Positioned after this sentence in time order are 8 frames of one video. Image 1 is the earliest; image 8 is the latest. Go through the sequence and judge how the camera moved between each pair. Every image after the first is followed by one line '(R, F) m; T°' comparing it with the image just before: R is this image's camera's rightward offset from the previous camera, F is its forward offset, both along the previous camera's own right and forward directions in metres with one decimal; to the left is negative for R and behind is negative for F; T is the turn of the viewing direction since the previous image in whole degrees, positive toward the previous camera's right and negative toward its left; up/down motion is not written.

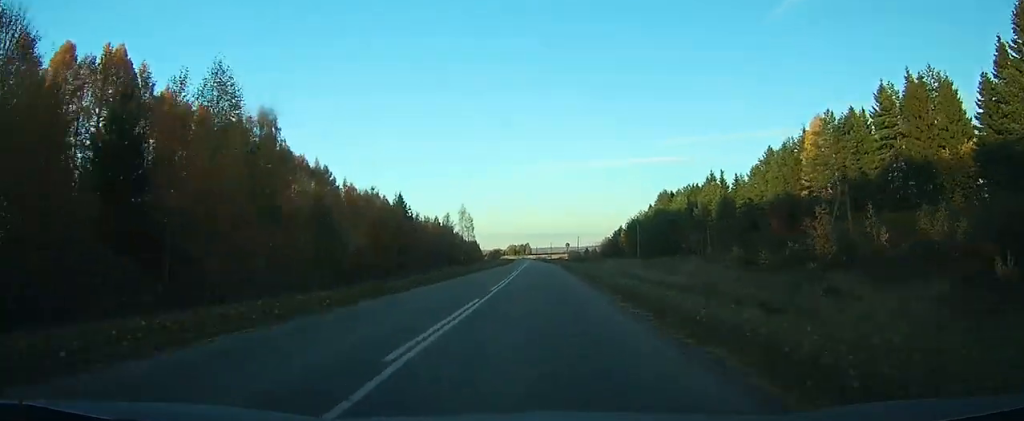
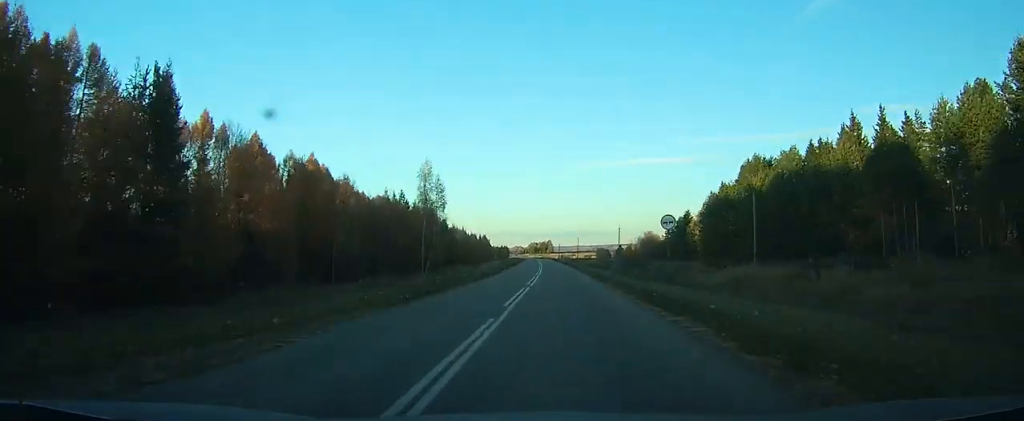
(-1.0, +64.4) m; -1°
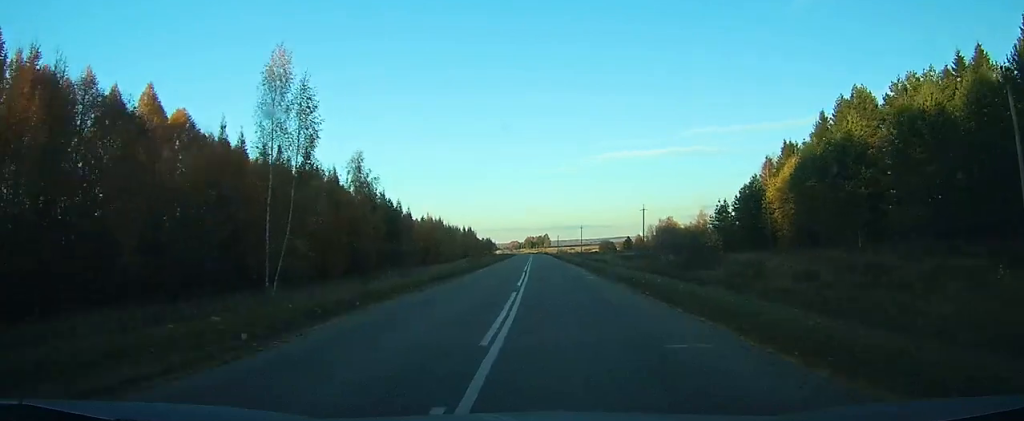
(-0.2, +44.5) m; -1°
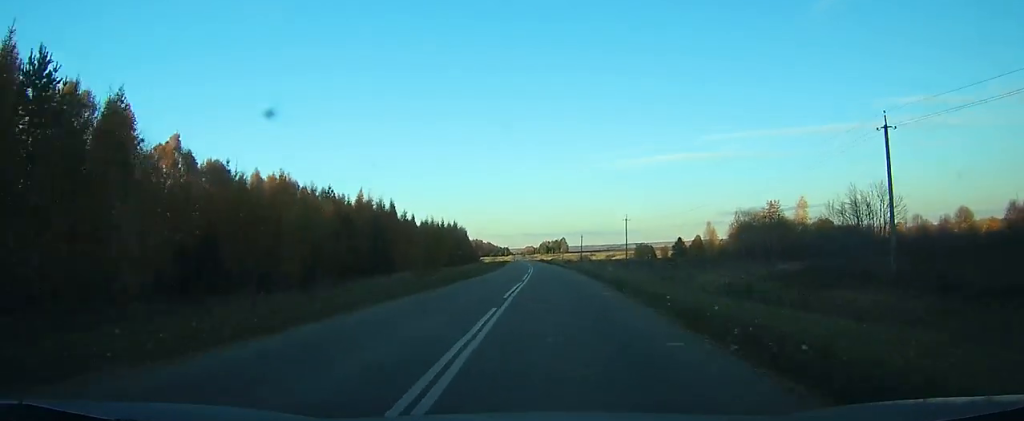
(-1.2, +75.3) m; -2°
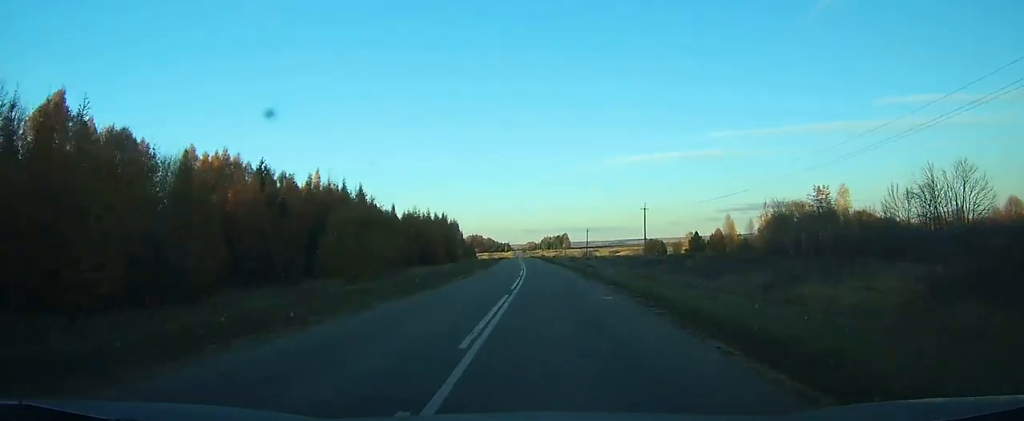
(0.0, +19.3) m; -1°
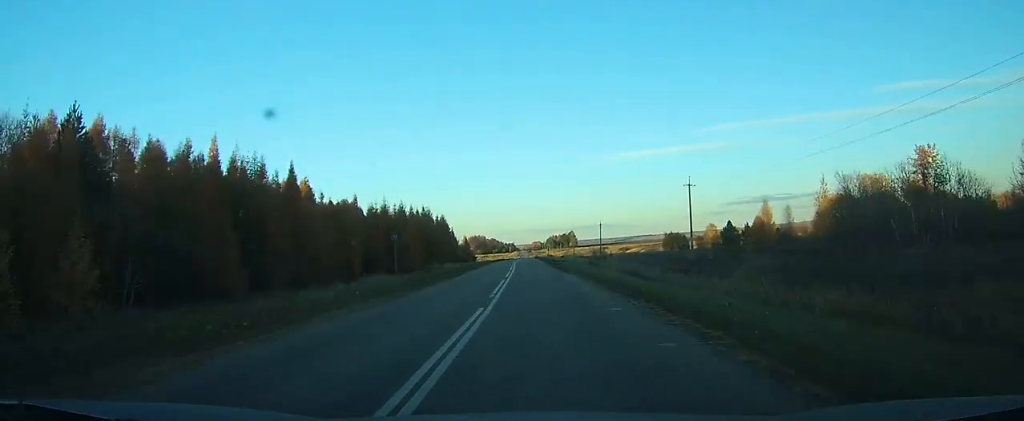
(-0.3, +26.1) m; -1°
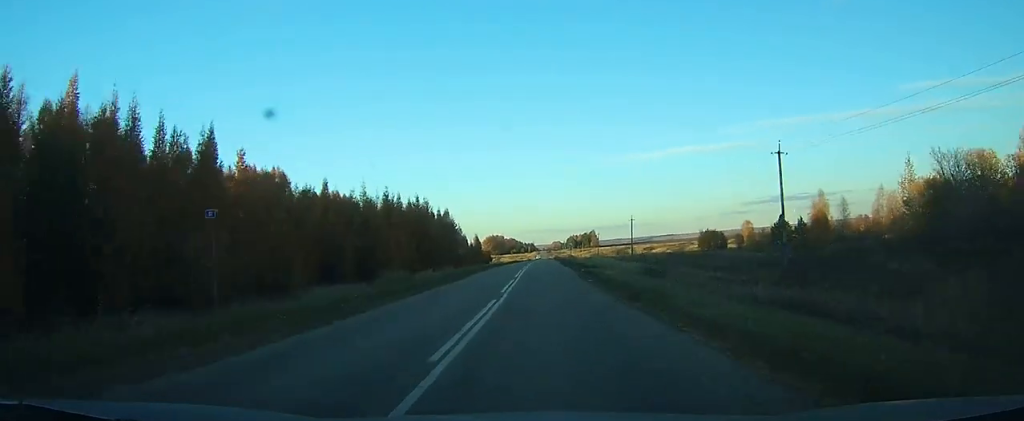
(-0.1, +21.2) m; 0°
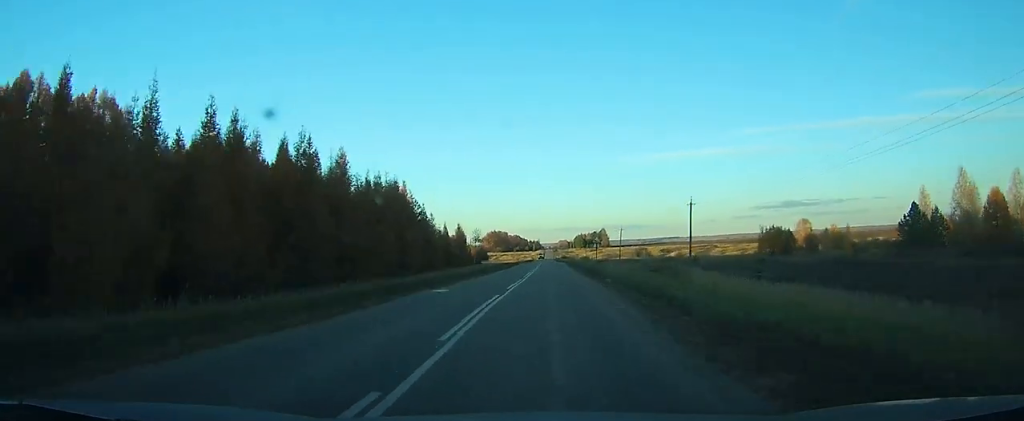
(-0.3, +48.9) m; 0°
